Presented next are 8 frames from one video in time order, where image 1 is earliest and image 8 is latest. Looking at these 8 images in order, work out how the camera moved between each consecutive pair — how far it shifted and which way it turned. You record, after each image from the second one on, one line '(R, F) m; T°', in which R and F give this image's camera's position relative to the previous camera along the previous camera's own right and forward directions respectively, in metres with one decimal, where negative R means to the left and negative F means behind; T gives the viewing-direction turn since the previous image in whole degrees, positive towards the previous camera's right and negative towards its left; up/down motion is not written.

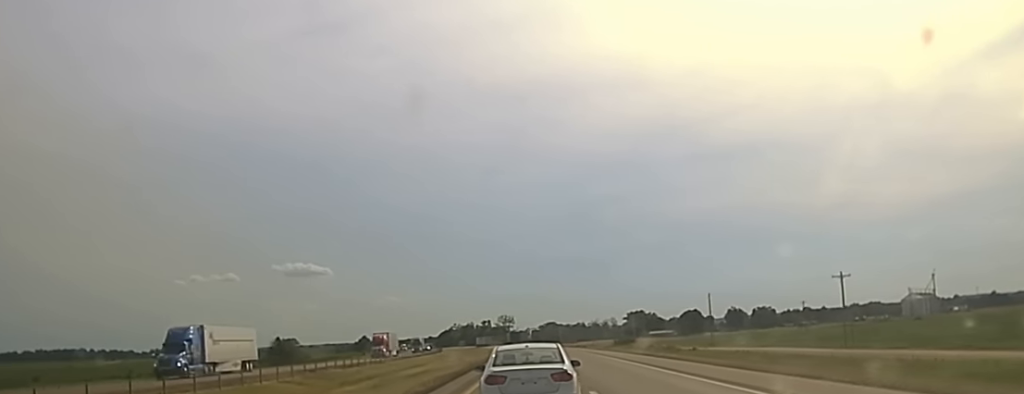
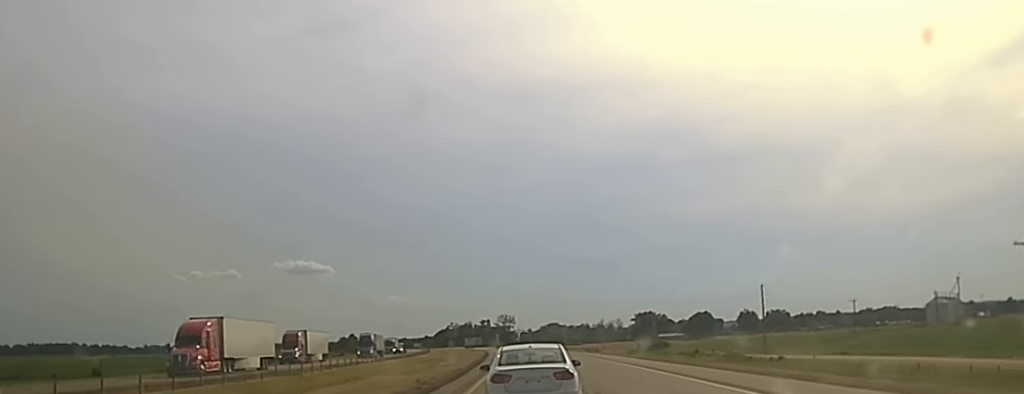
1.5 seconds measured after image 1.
(-0.2, +48.3) m; 0°
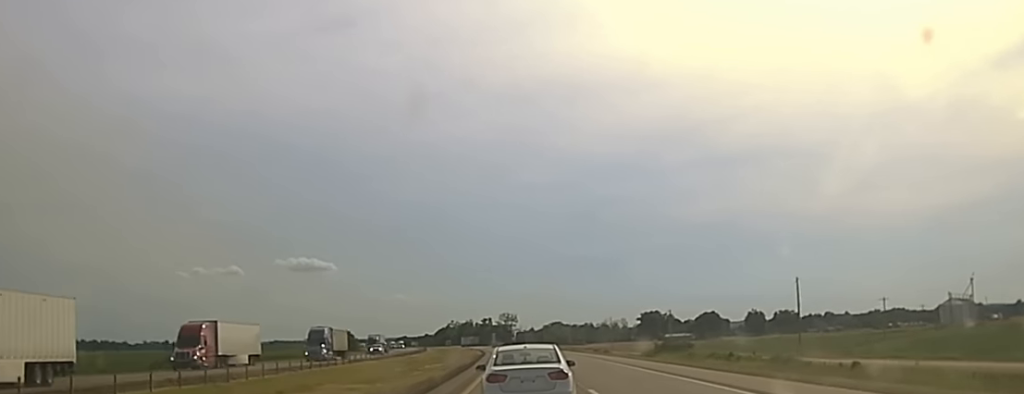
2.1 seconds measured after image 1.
(0.0, +20.1) m; -1°
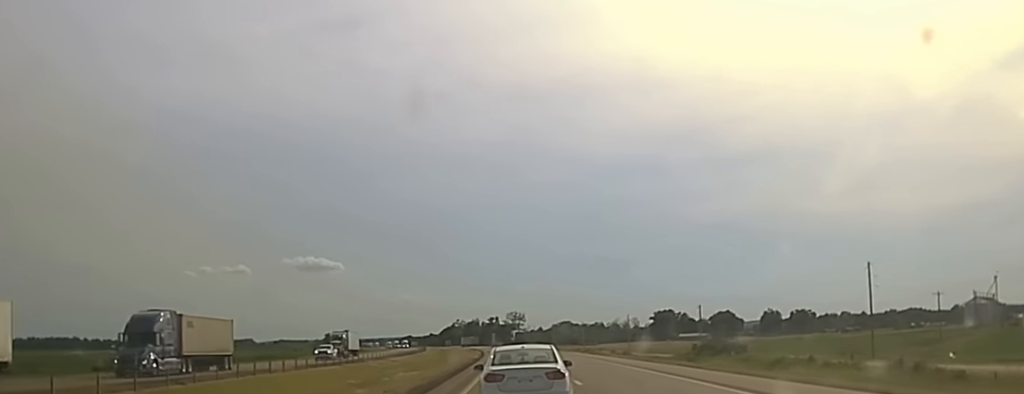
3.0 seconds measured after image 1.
(-0.3, +30.1) m; -1°
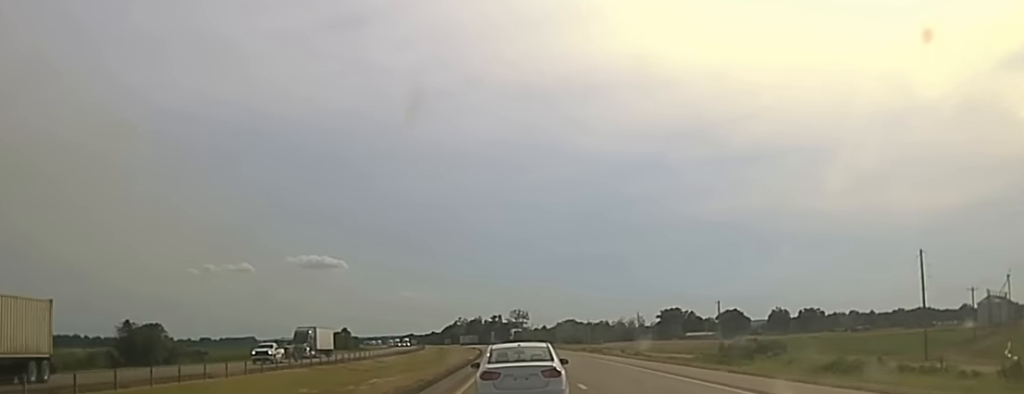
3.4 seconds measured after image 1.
(-0.2, +14.3) m; 0°
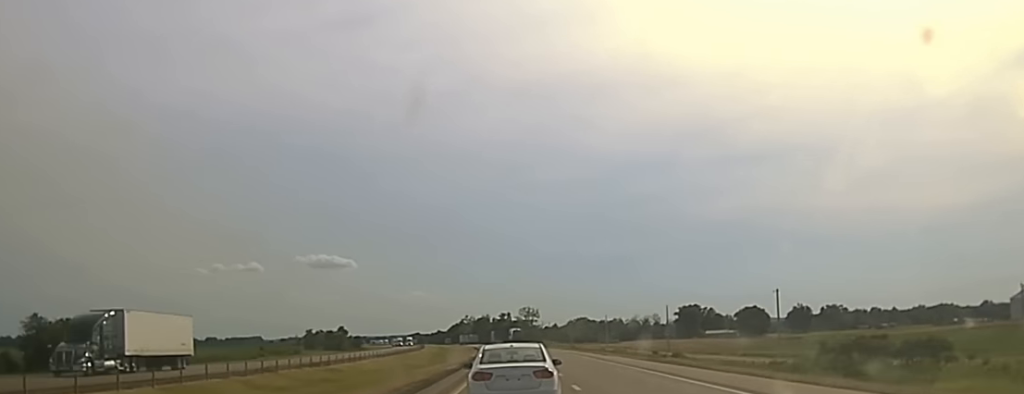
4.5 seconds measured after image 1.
(+0.1, +34.9) m; 0°
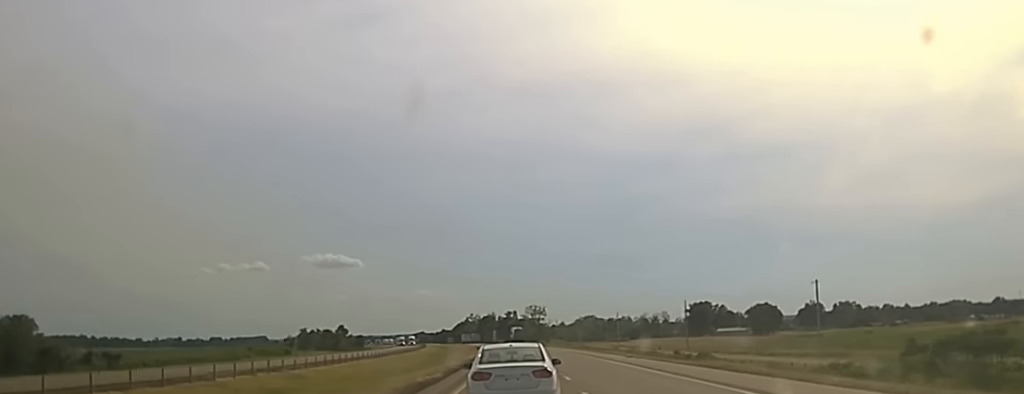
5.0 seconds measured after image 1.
(0.0, +18.3) m; 0°
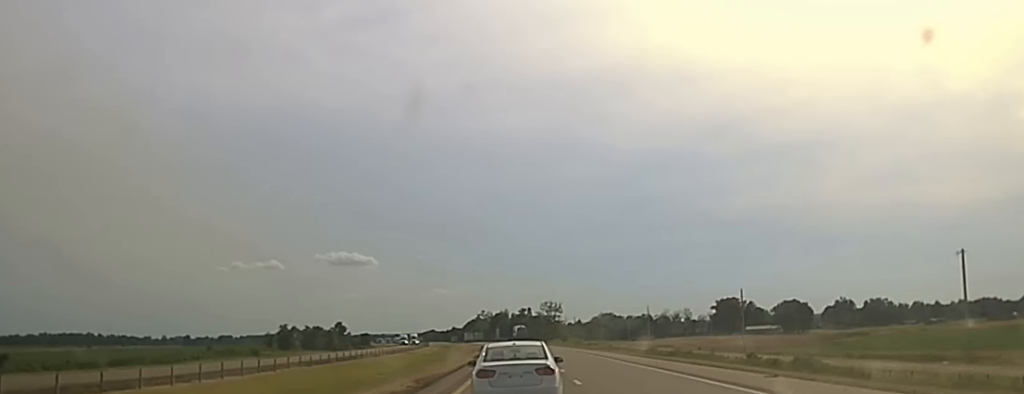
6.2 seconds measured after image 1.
(-0.1, +38.2) m; -1°
